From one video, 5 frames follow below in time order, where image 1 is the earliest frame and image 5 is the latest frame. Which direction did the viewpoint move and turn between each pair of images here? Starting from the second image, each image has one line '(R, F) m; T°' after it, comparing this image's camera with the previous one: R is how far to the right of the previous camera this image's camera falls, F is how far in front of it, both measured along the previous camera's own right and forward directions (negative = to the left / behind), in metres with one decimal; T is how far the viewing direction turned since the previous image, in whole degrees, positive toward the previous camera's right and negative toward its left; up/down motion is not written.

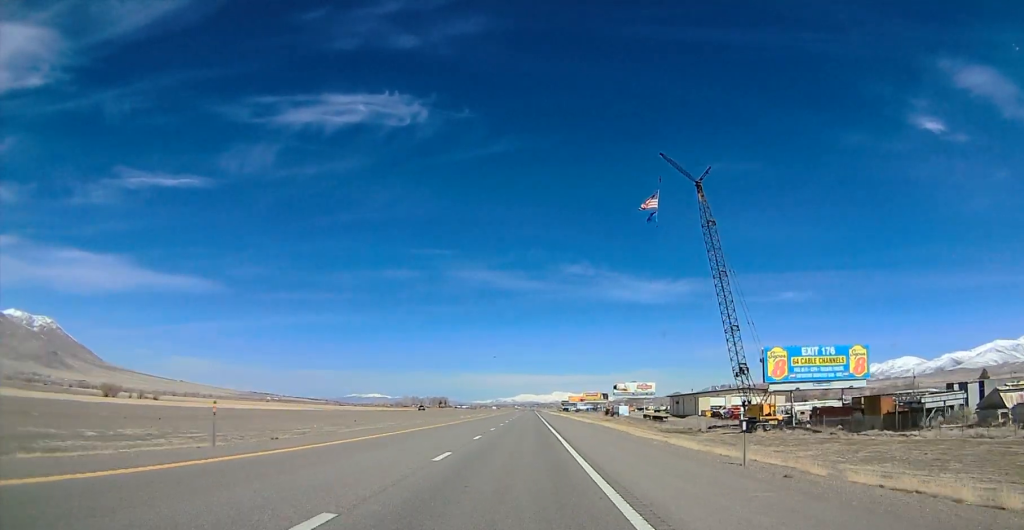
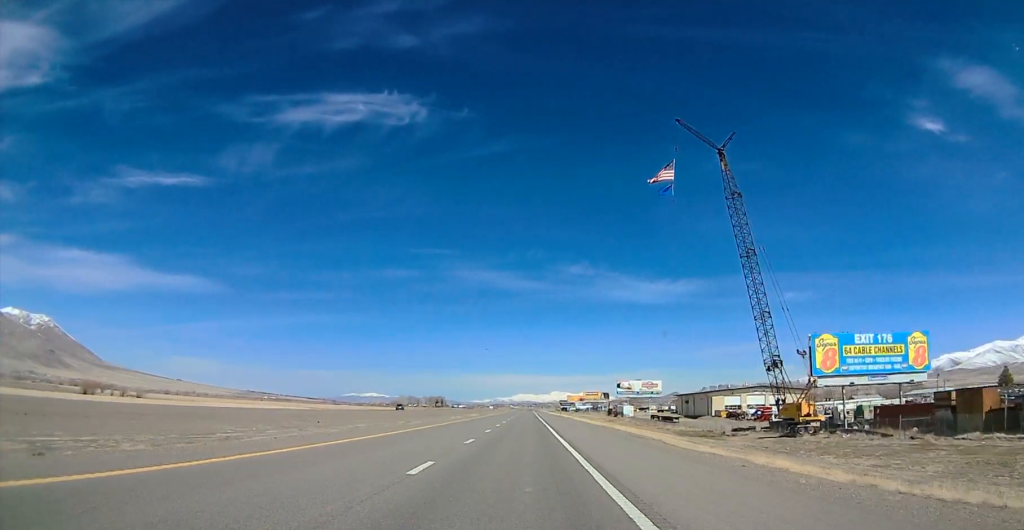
(-0.2, +15.9) m; -2°
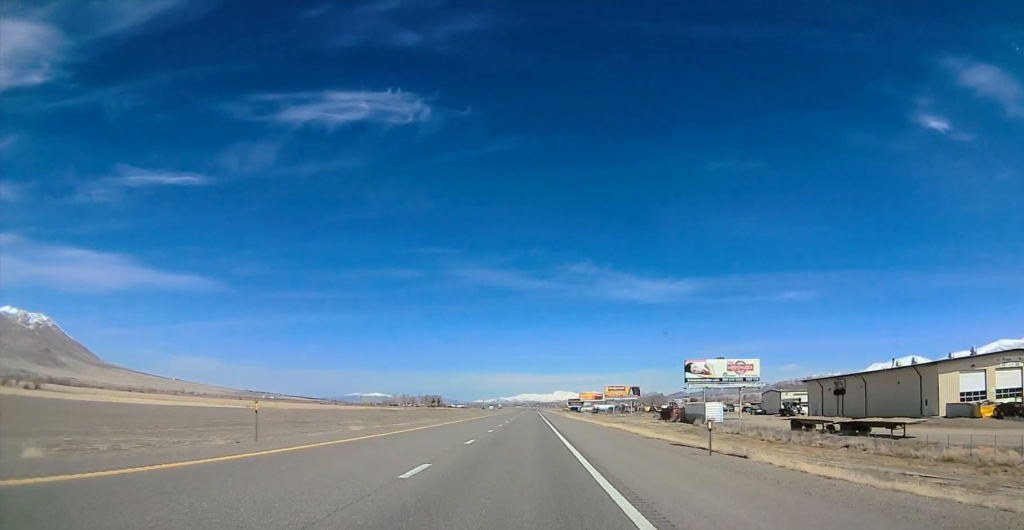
(+1.2, +97.1) m; 0°
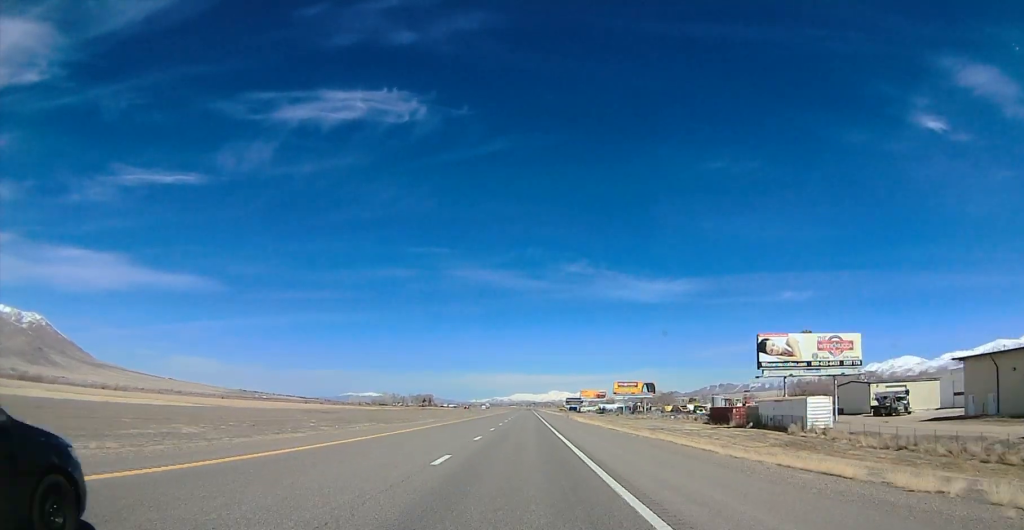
(-0.4, +45.1) m; +2°
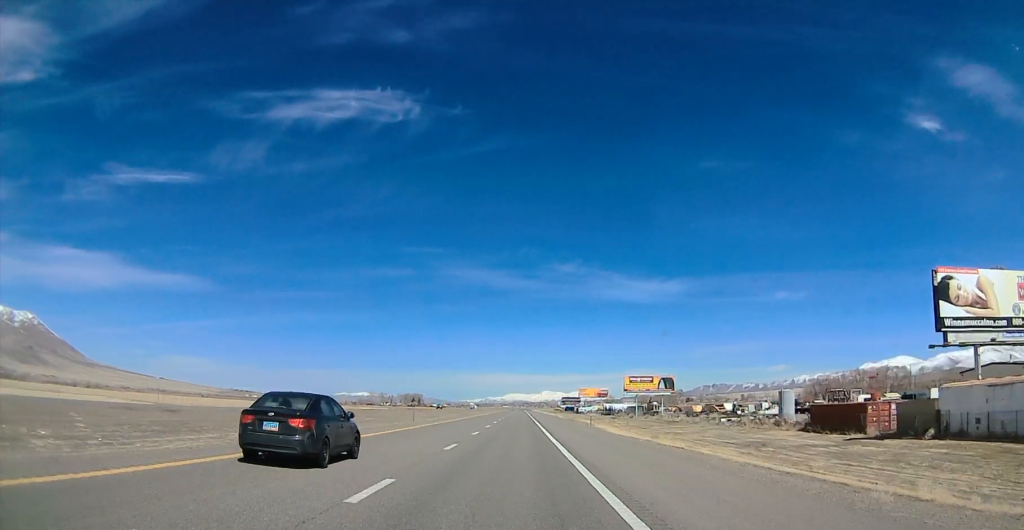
(+0.5, +42.7) m; -1°
